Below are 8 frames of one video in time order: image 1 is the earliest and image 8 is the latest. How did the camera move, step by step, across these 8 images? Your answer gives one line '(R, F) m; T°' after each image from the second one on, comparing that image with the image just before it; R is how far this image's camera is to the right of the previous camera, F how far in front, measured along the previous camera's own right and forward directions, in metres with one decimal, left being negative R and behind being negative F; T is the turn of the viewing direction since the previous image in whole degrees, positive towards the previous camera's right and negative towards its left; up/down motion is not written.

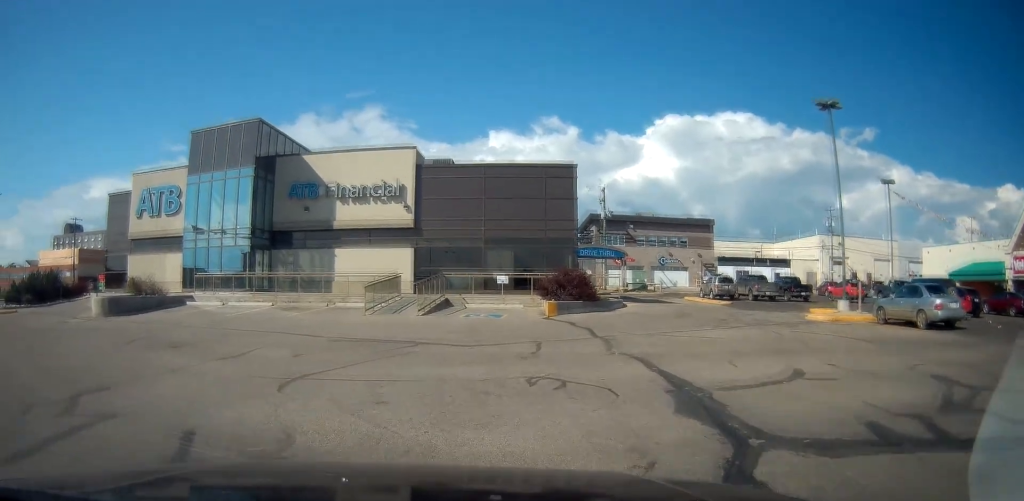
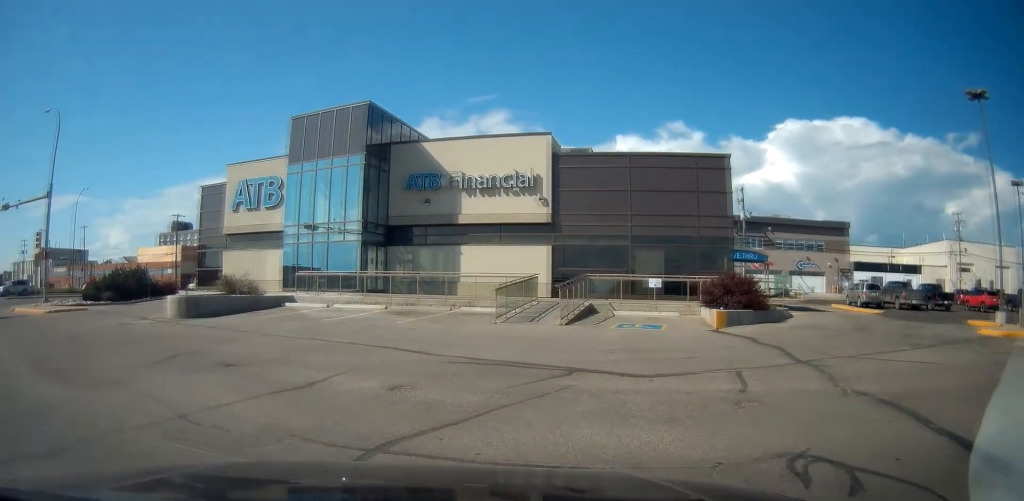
(-0.2, +3.6) m; -11°
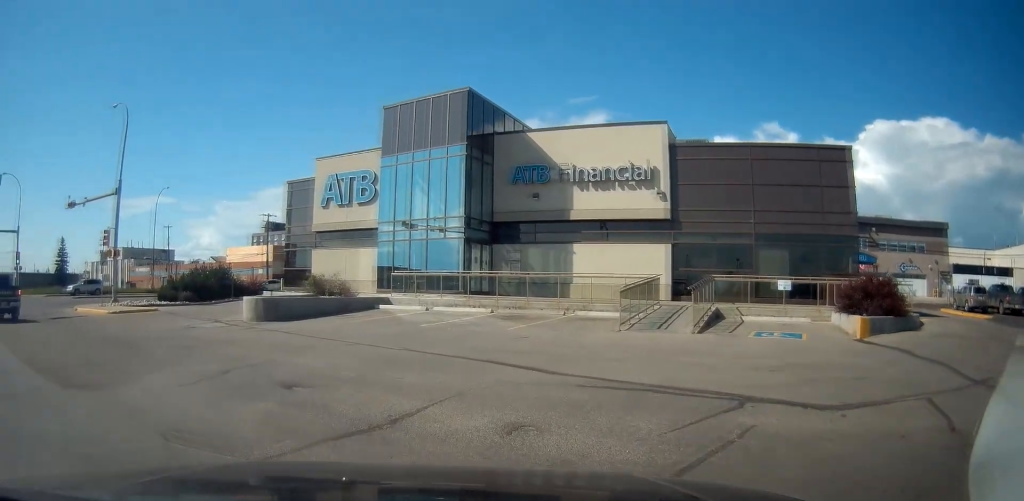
(-0.1, +2.4) m; -12°
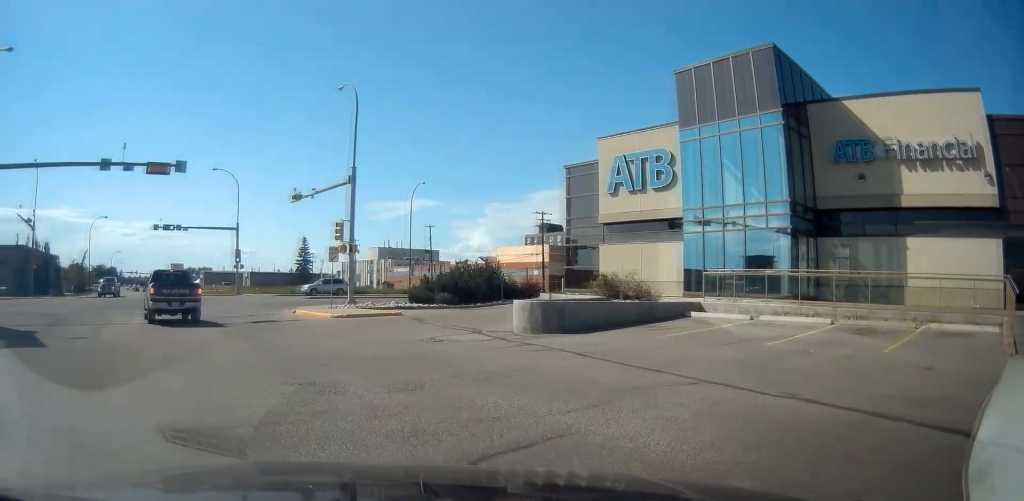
(-1.7, +4.9) m; -31°
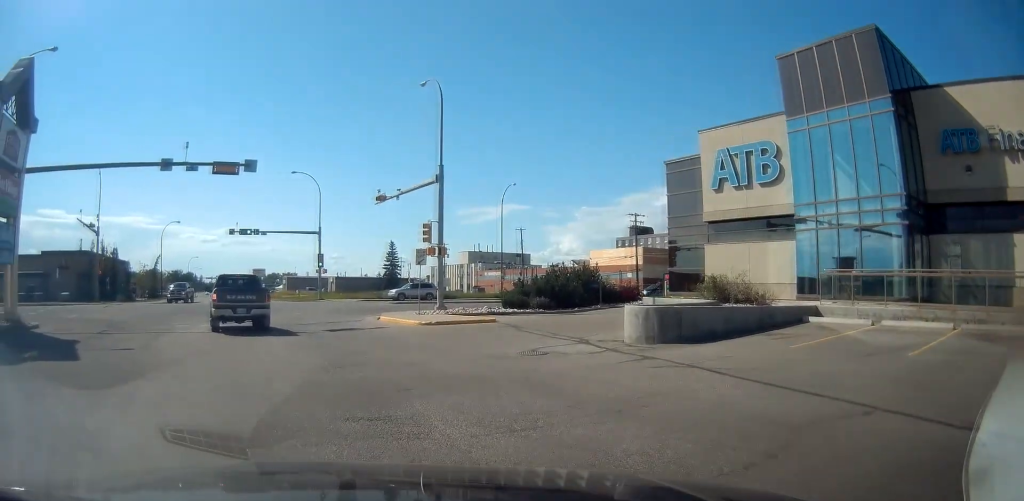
(-0.2, +1.8) m; -8°
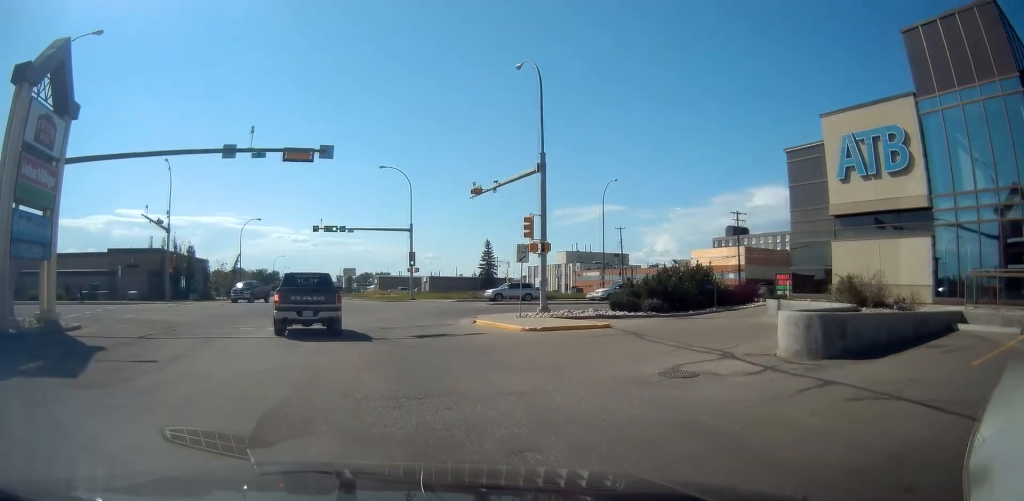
(-0.2, +2.9) m; -8°
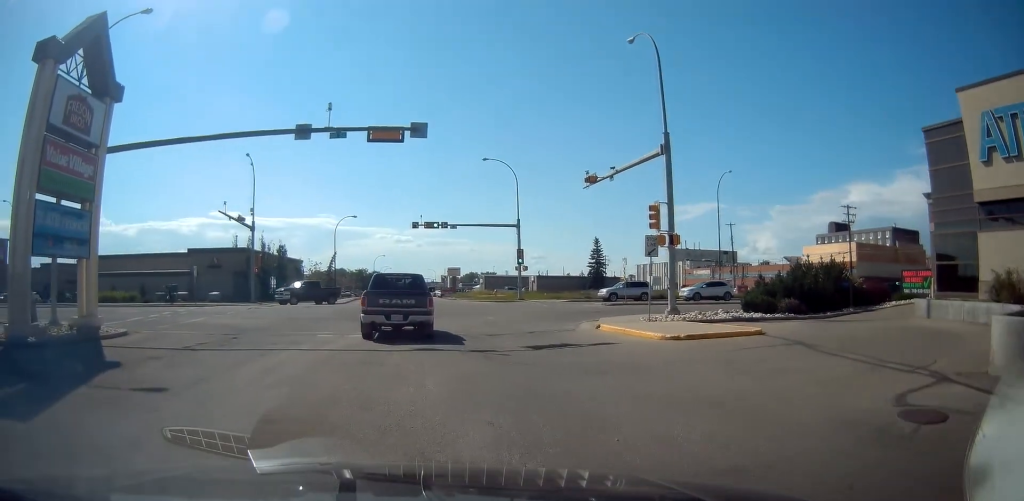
(-0.3, +3.5) m; -10°
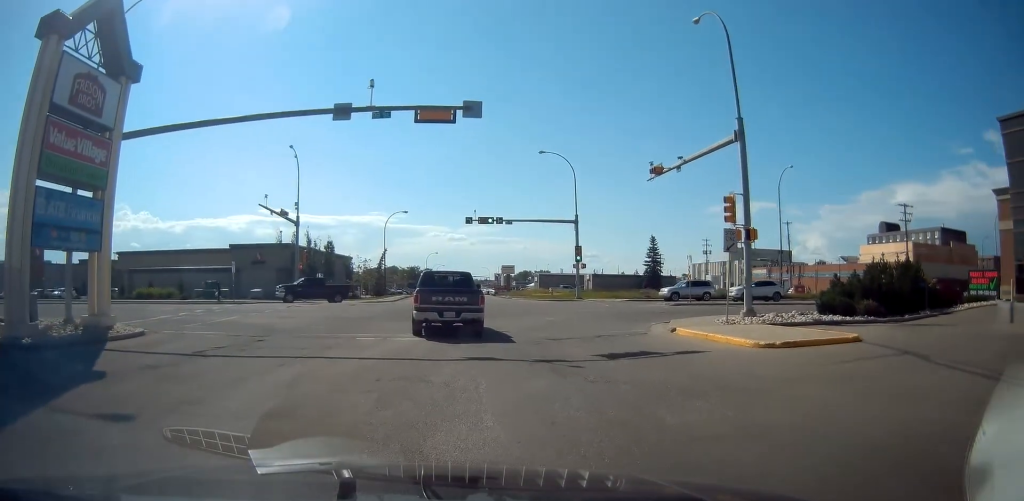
(-0.2, +2.2) m; -5°
